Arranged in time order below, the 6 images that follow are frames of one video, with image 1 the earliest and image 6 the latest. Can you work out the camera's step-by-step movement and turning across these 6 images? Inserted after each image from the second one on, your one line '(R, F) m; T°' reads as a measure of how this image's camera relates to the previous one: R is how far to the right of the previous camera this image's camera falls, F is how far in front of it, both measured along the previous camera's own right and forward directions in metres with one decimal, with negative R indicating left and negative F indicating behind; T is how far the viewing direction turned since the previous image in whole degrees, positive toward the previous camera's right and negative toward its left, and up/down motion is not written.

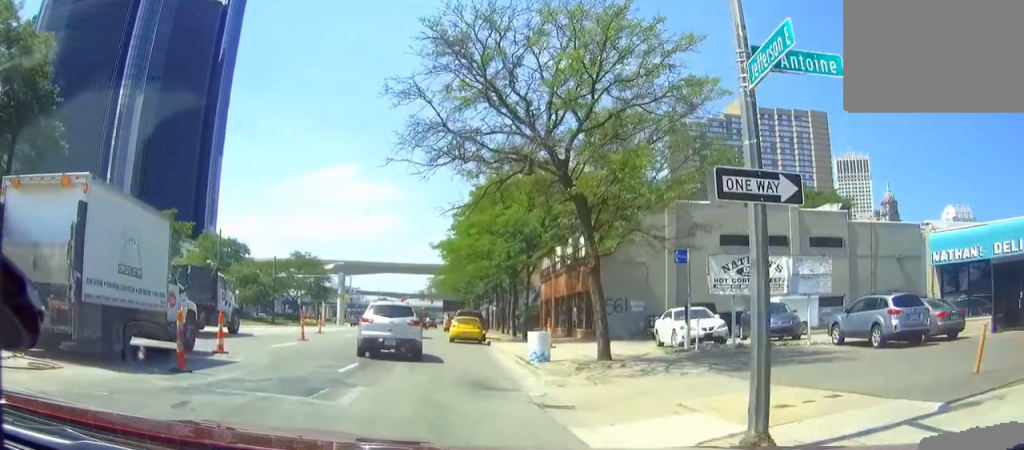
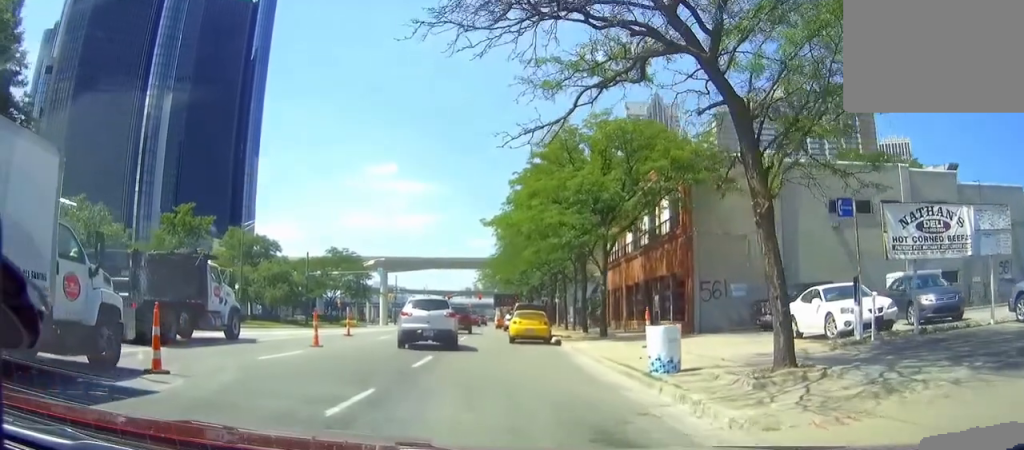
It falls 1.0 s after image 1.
(-0.4, +7.2) m; -4°
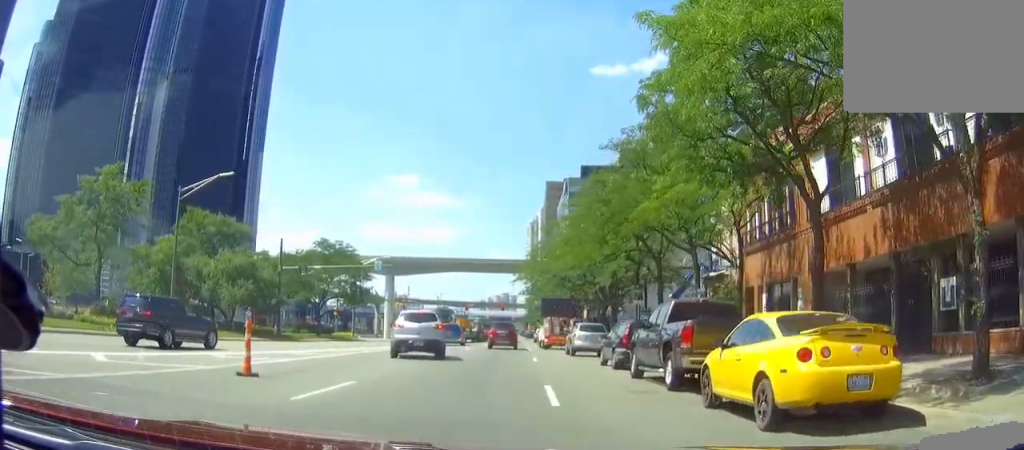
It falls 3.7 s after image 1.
(-0.4, +21.1) m; -1°
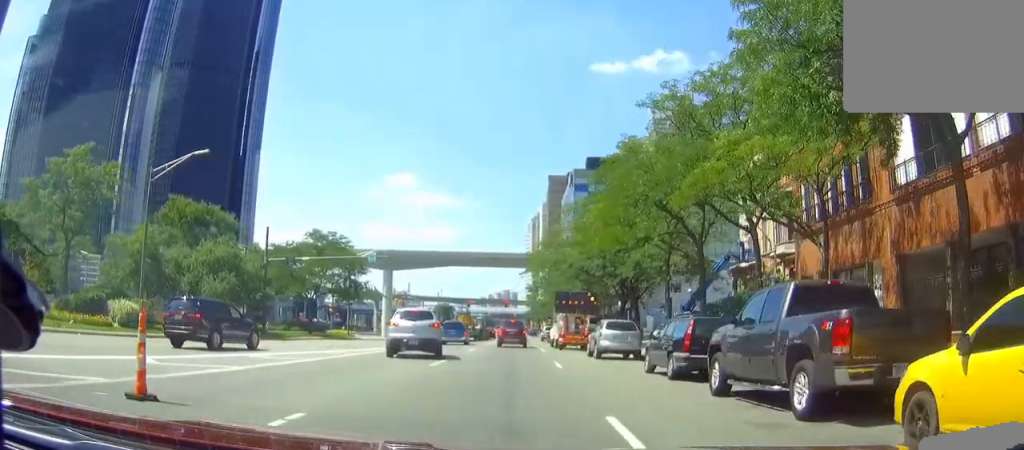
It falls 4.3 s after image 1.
(0.0, +5.0) m; 0°
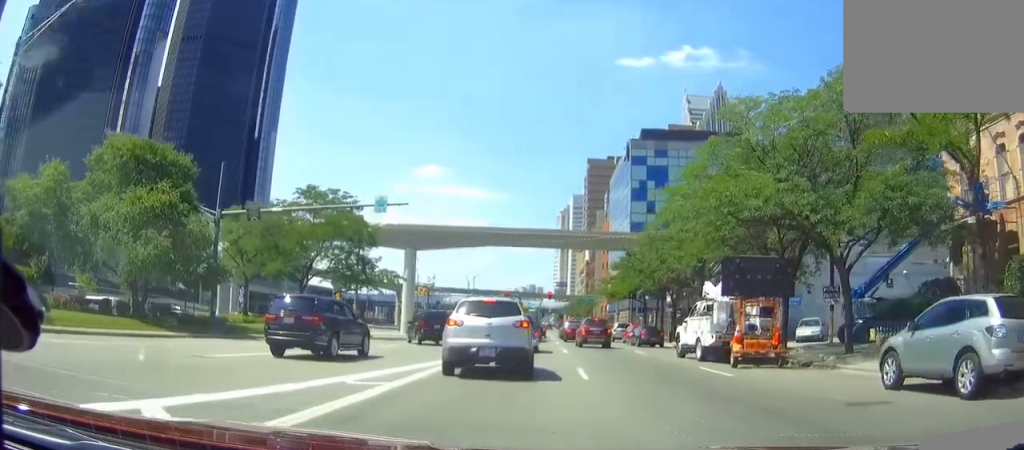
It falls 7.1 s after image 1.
(-0.8, +18.3) m; 0°
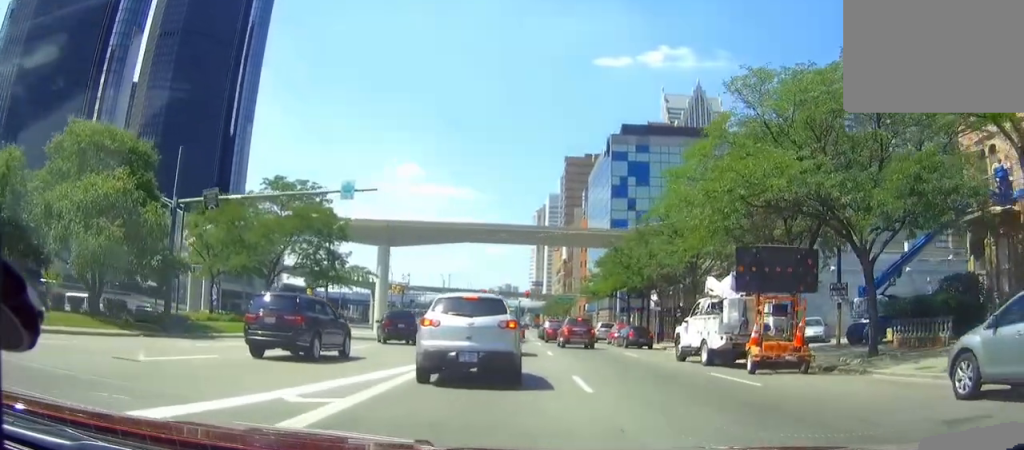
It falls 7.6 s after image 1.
(+0.1, +2.6) m; +2°
